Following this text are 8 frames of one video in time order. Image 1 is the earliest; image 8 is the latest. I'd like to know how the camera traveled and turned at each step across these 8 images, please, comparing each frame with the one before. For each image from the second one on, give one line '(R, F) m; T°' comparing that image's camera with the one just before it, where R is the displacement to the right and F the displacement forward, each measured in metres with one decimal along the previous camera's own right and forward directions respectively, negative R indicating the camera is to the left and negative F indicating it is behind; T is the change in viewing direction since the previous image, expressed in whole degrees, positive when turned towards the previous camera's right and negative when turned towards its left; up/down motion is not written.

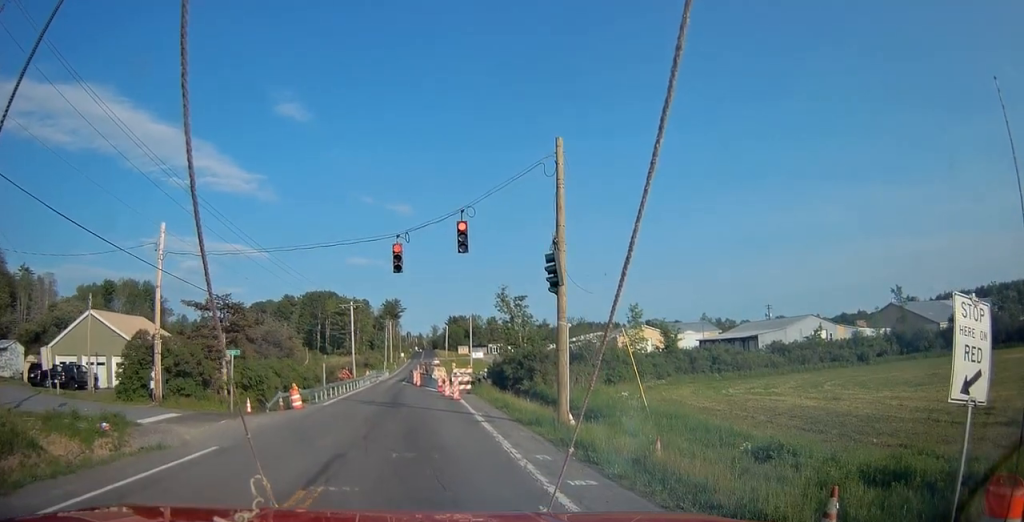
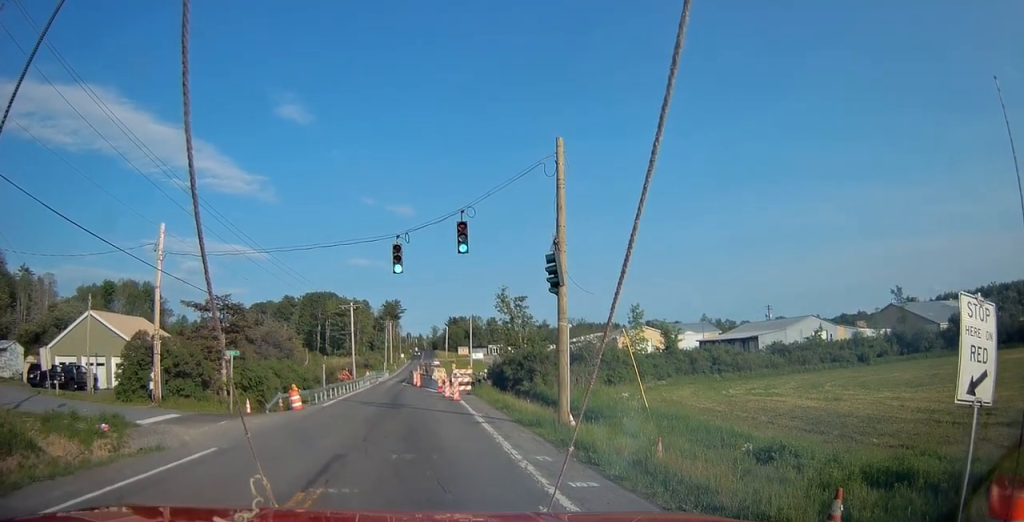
(+0.1, +4.3) m; +1°
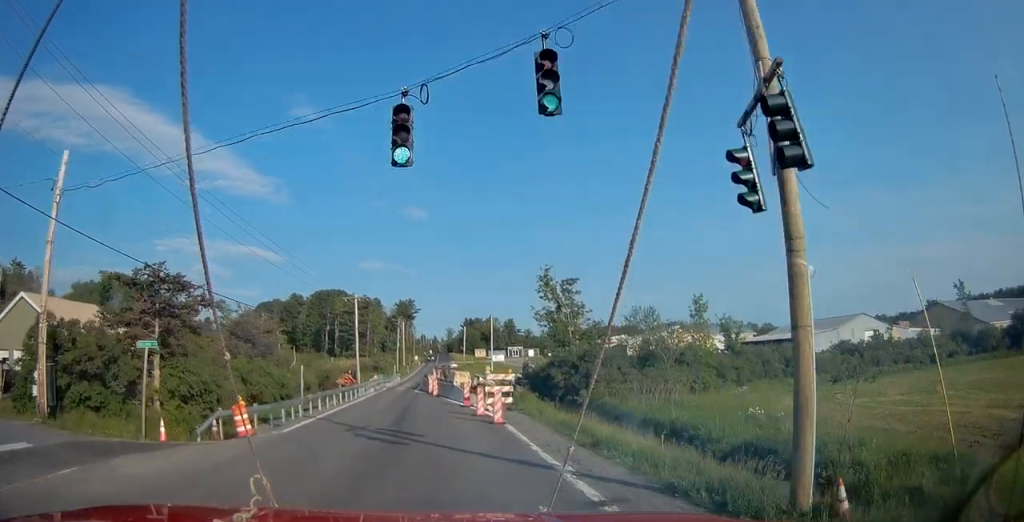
(0.0, +10.7) m; -1°
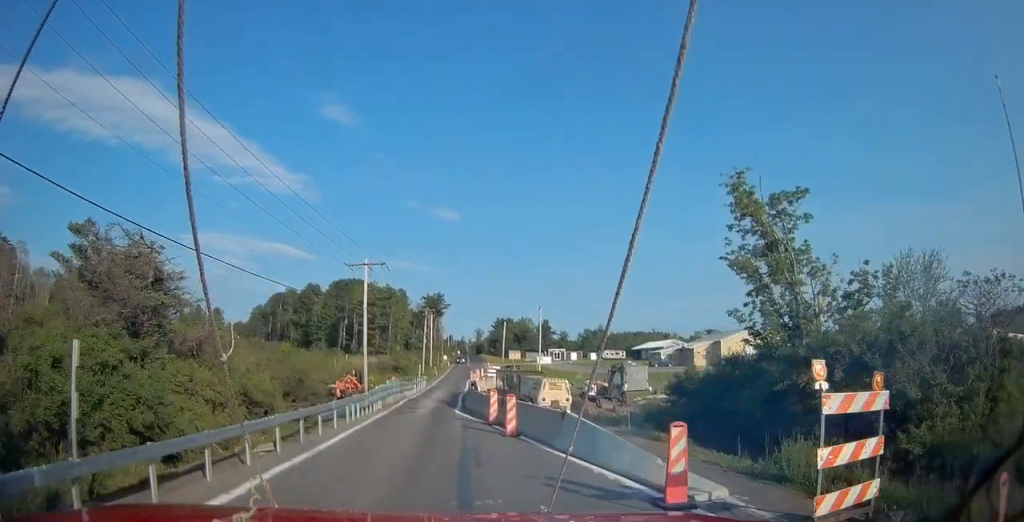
(-0.1, +15.7) m; +1°
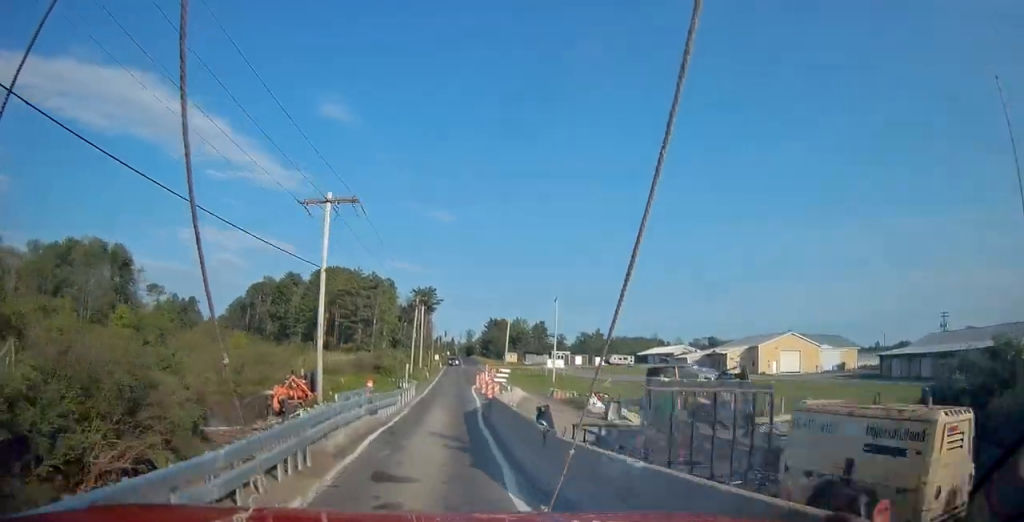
(0.0, +13.6) m; +1°
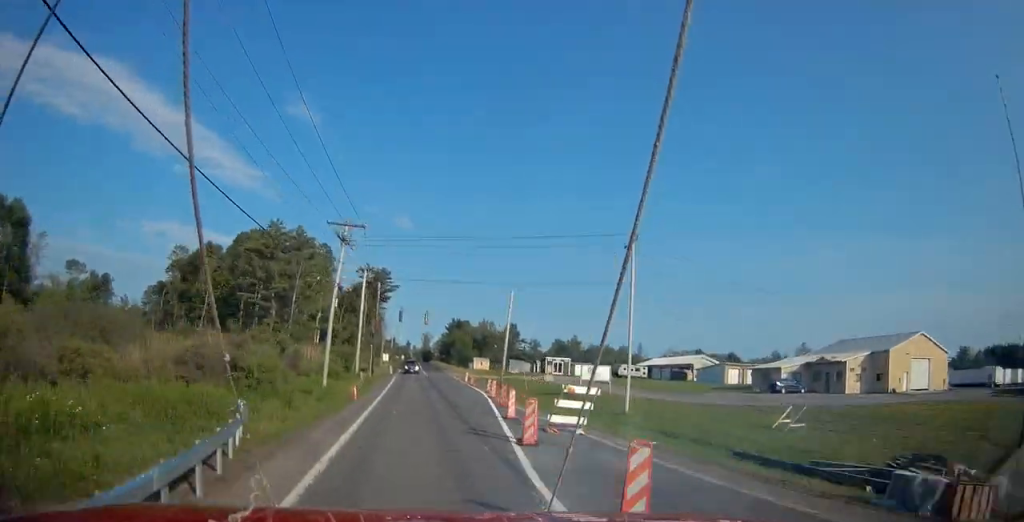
(+1.0, +38.8) m; +3°
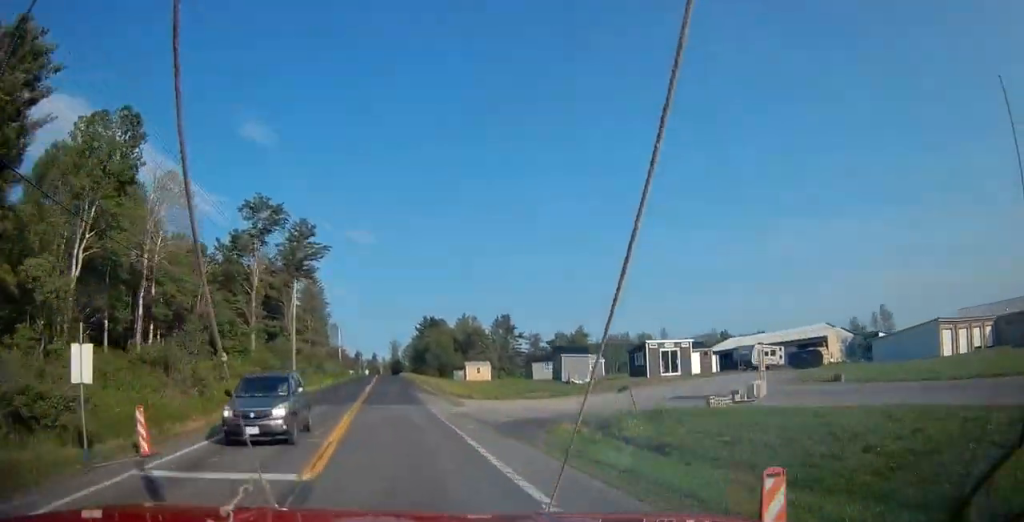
(+2.1, +56.1) m; +2°
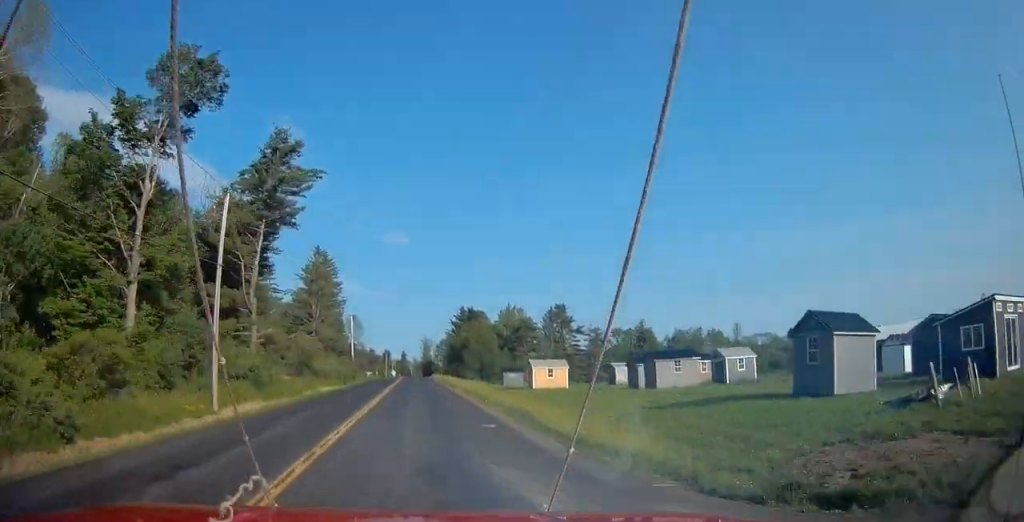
(-0.6, +30.0) m; -3°
